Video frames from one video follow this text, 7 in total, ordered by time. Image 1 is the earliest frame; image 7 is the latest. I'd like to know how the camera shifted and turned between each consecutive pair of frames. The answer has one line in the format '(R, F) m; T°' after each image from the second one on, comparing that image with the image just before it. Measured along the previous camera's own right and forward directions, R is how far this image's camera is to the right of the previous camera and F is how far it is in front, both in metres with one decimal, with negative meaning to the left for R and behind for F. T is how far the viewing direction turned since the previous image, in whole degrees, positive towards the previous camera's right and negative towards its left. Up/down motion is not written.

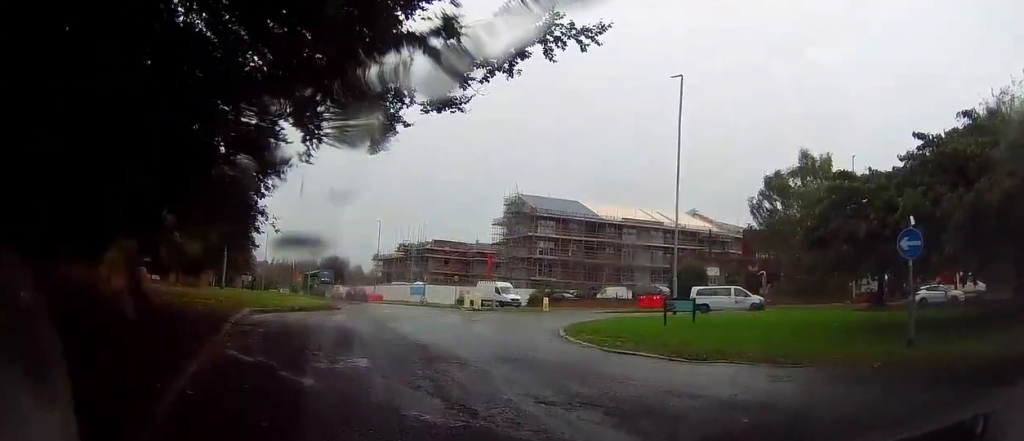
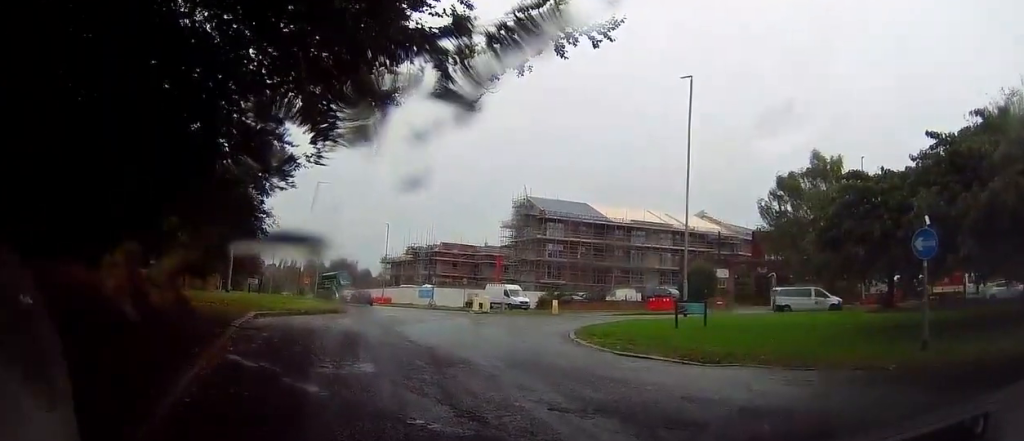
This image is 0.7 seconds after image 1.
(0.0, +0.7) m; 0°
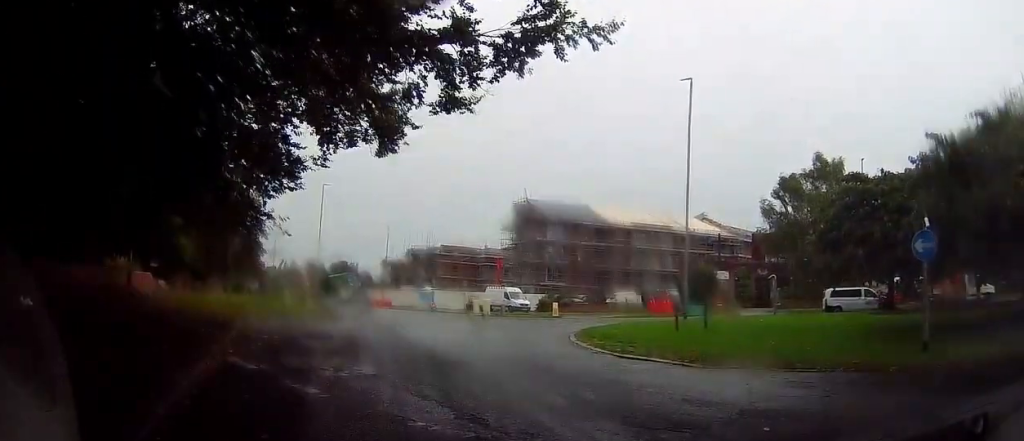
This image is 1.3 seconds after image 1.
(0.0, +0.3) m; 0°
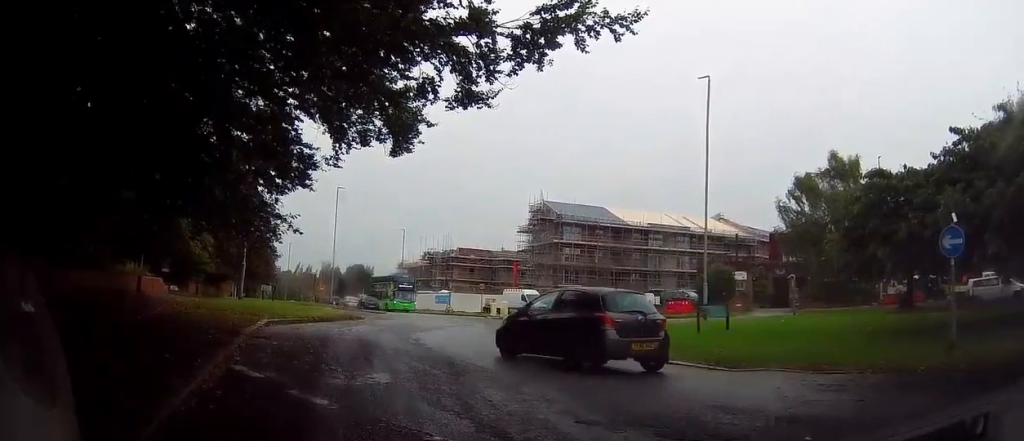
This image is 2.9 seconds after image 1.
(-0.1, +0.3) m; 0°
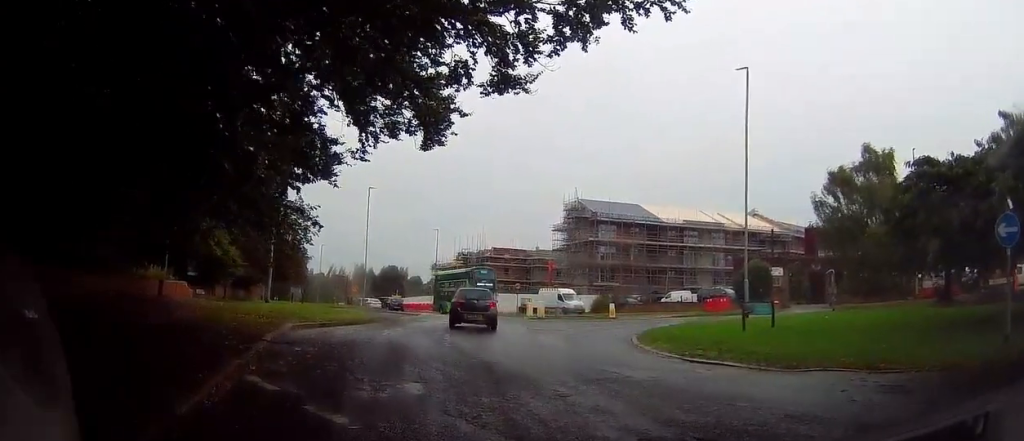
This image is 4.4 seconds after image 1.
(-0.3, +0.5) m; 0°
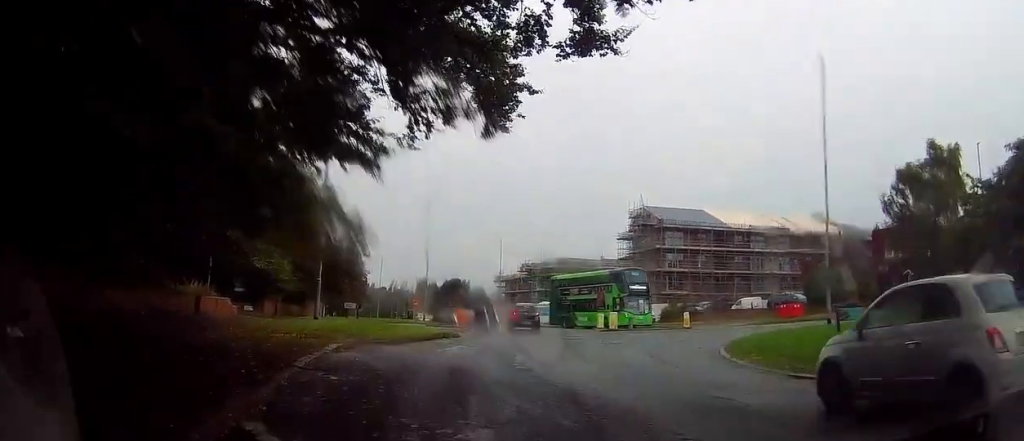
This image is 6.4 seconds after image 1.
(-0.4, +1.6) m; -12°
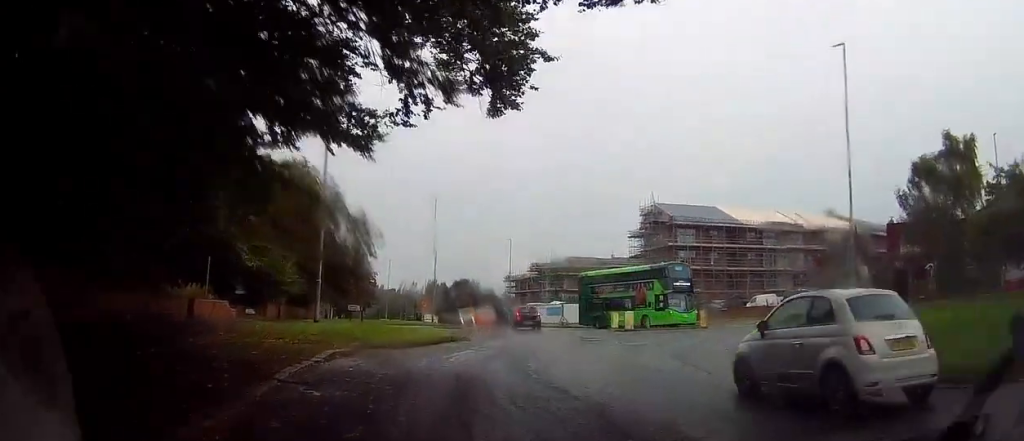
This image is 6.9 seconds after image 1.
(-0.1, +1.2) m; -4°
